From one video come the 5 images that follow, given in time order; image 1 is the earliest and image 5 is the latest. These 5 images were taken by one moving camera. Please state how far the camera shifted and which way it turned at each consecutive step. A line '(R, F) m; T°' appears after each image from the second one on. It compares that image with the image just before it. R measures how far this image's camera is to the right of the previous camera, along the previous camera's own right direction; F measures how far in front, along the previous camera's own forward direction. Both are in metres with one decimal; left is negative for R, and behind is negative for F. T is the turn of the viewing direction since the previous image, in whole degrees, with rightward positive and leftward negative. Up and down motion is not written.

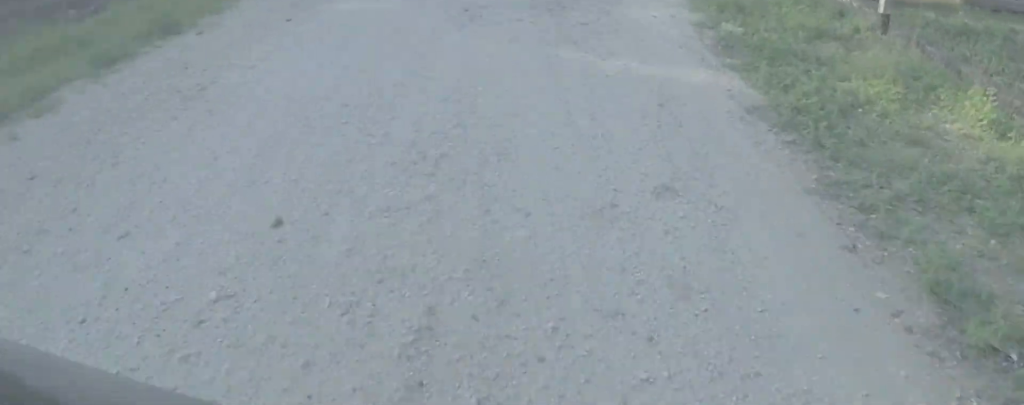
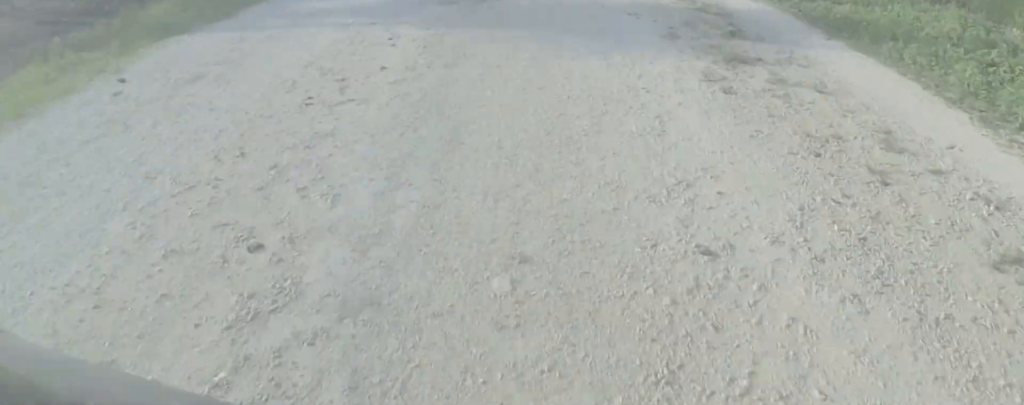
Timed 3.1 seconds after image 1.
(-0.3, +24.2) m; 0°
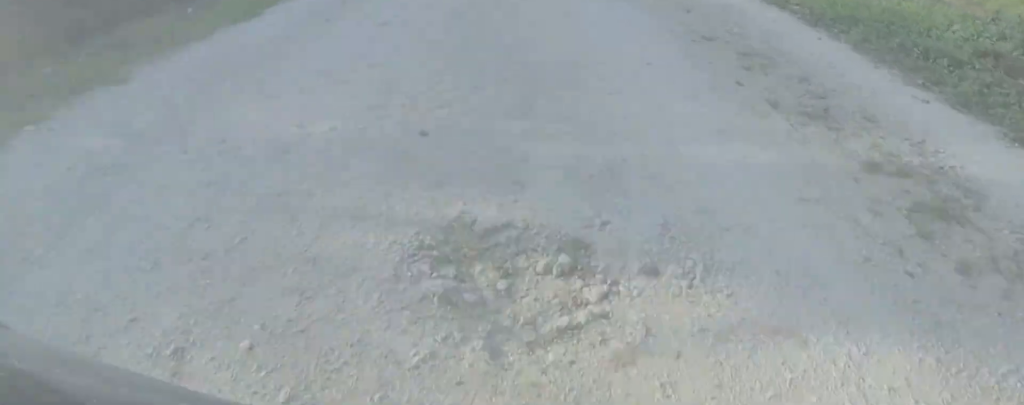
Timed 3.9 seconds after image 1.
(+0.4, +7.3) m; 0°
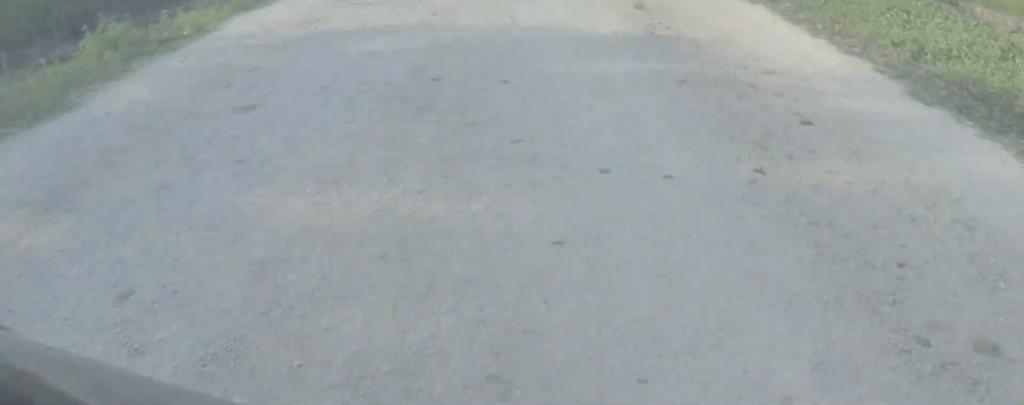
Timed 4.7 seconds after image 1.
(-0.9, +7.1) m; 0°
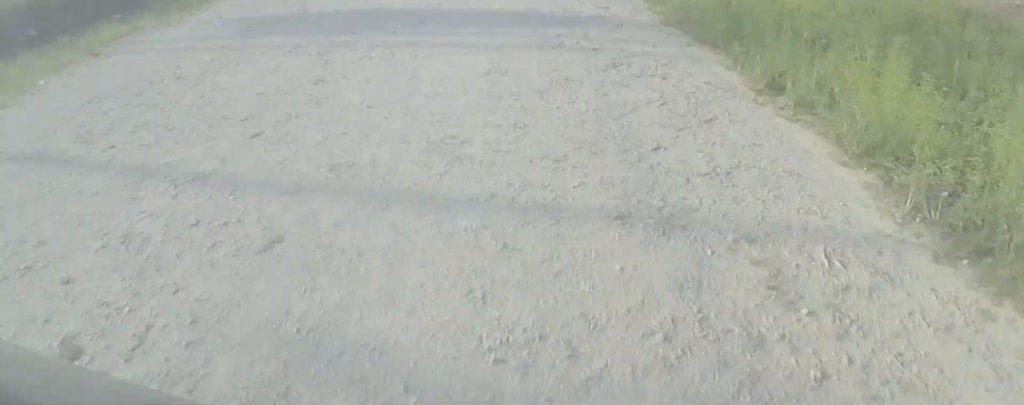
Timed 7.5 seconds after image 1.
(+0.9, +25.3) m; -1°
